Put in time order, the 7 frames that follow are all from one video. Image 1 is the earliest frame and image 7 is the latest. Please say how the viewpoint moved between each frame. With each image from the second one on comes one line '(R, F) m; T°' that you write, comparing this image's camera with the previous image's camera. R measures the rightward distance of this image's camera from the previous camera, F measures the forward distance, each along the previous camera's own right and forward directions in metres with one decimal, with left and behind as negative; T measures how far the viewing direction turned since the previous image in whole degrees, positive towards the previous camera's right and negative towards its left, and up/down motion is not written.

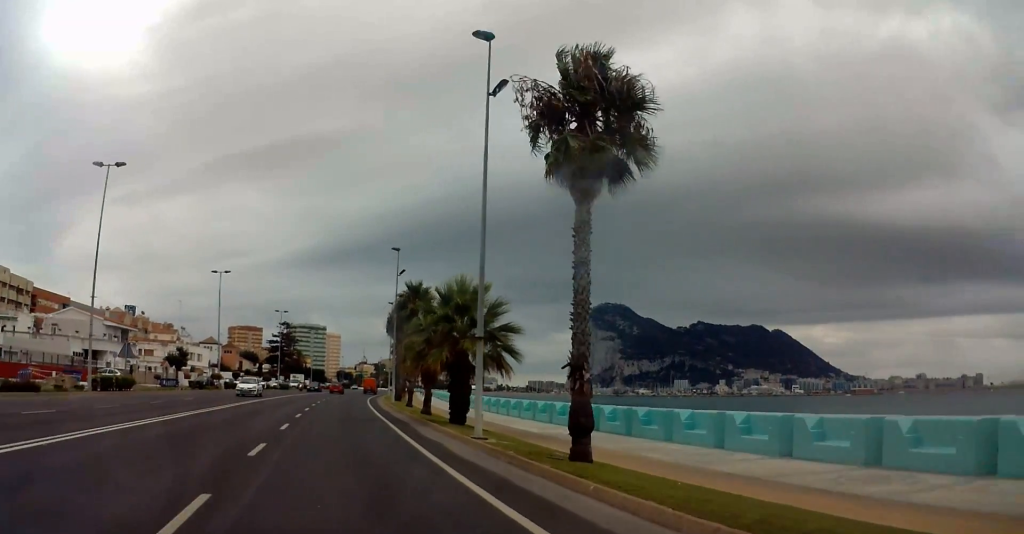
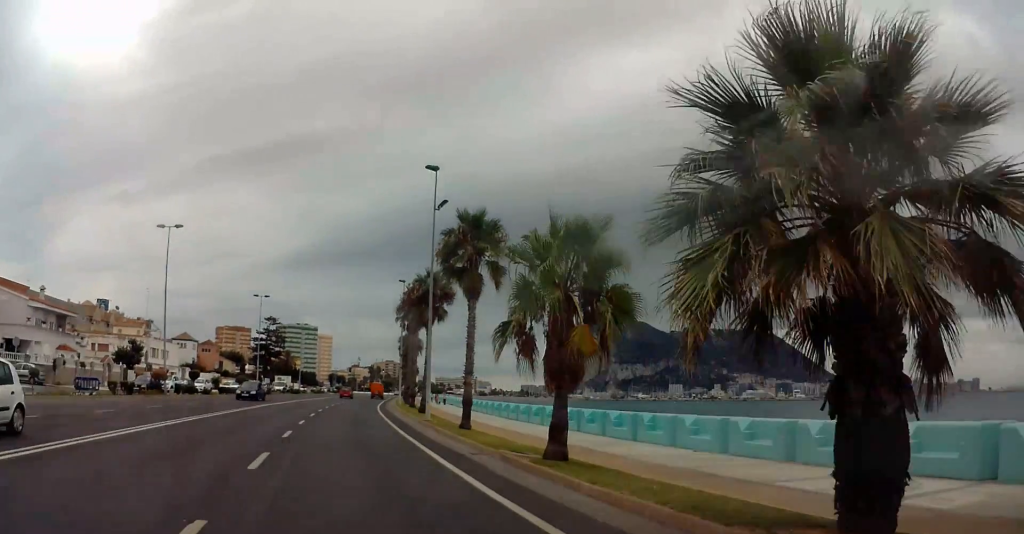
(+0.4, +21.9) m; 0°
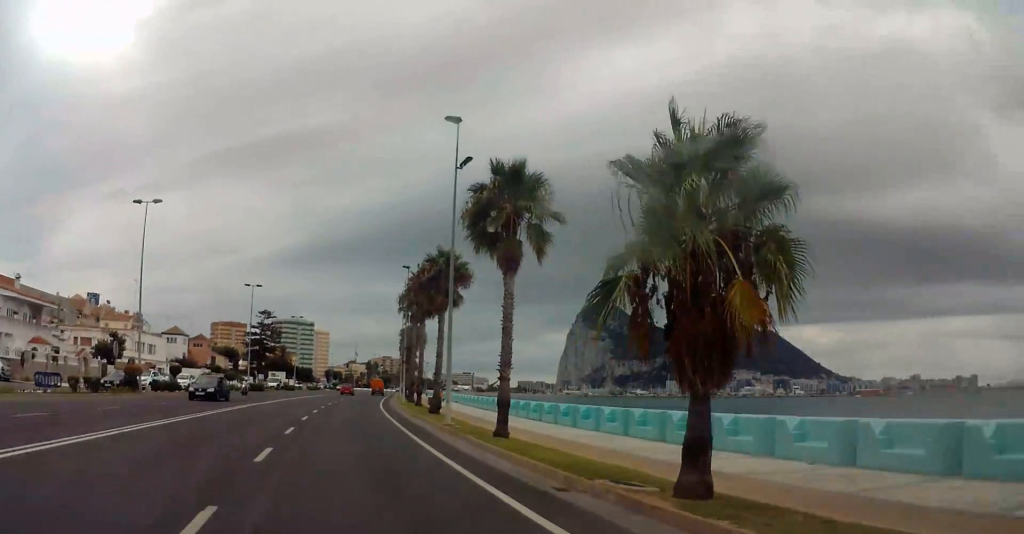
(0.0, +5.9) m; 0°
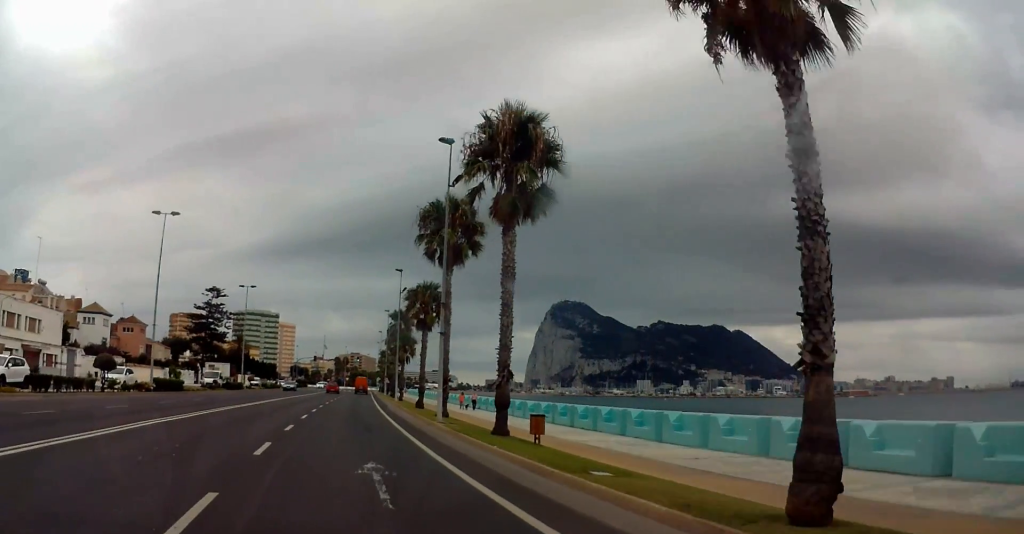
(0.0, +33.6) m; 0°
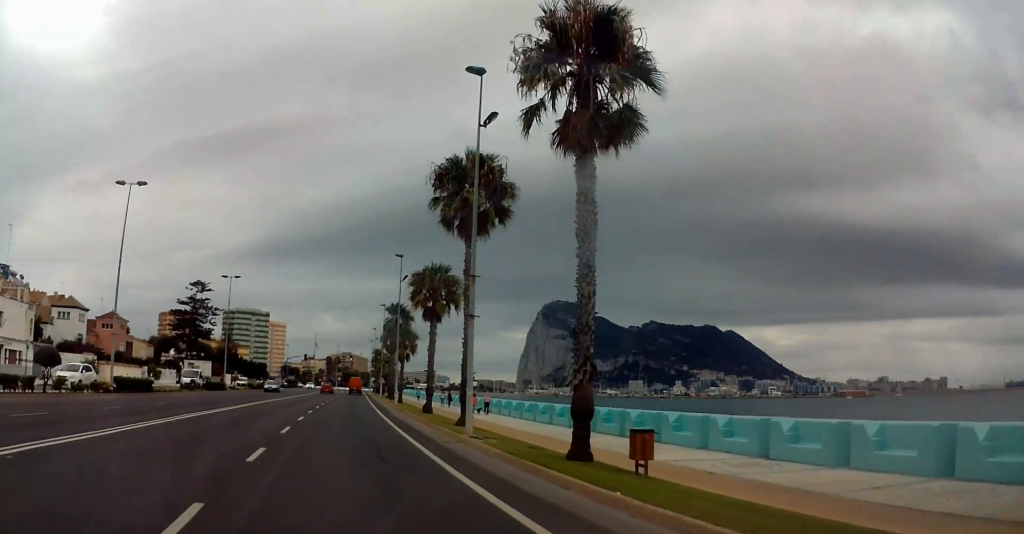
(0.0, +6.7) m; 0°
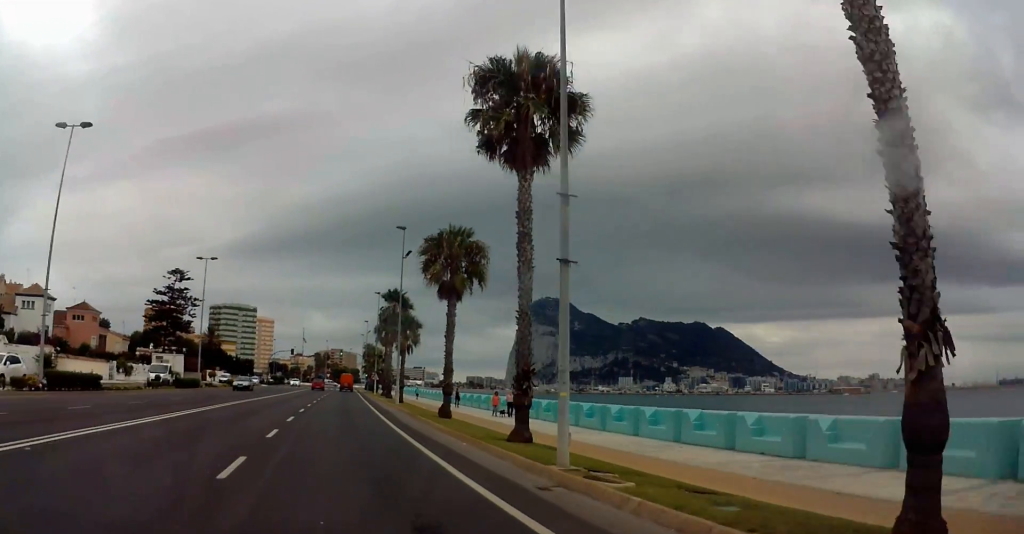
(+0.1, +9.4) m; 0°
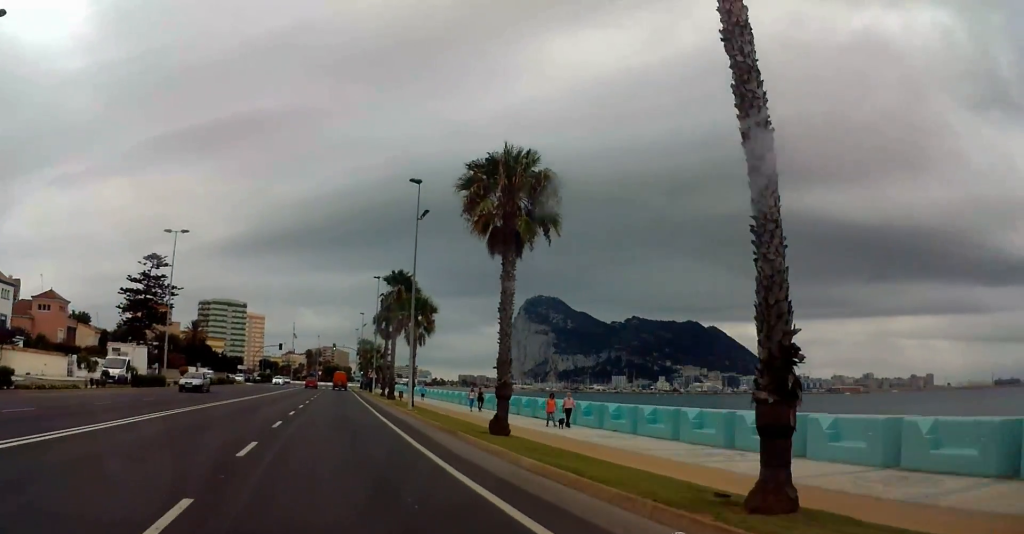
(0.0, +11.4) m; 0°
